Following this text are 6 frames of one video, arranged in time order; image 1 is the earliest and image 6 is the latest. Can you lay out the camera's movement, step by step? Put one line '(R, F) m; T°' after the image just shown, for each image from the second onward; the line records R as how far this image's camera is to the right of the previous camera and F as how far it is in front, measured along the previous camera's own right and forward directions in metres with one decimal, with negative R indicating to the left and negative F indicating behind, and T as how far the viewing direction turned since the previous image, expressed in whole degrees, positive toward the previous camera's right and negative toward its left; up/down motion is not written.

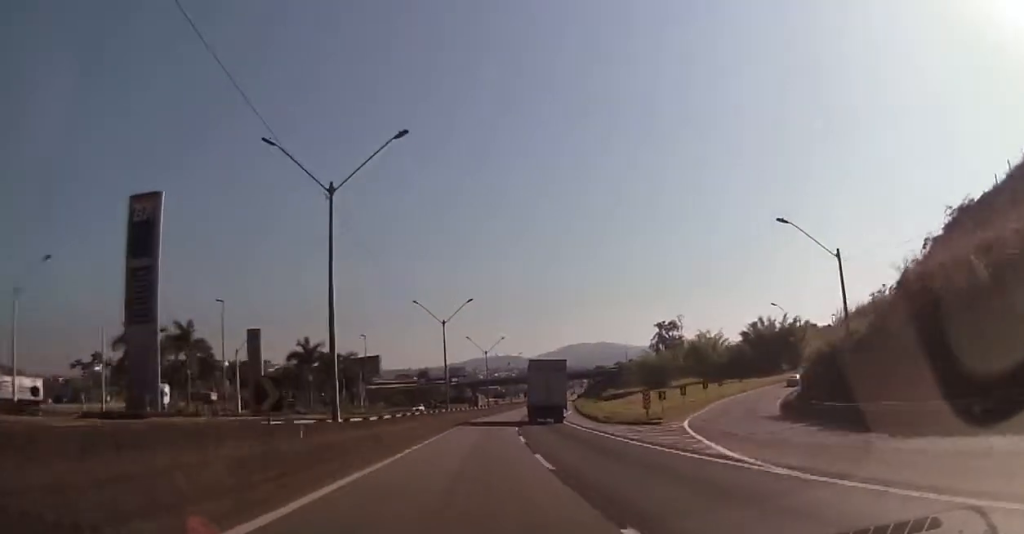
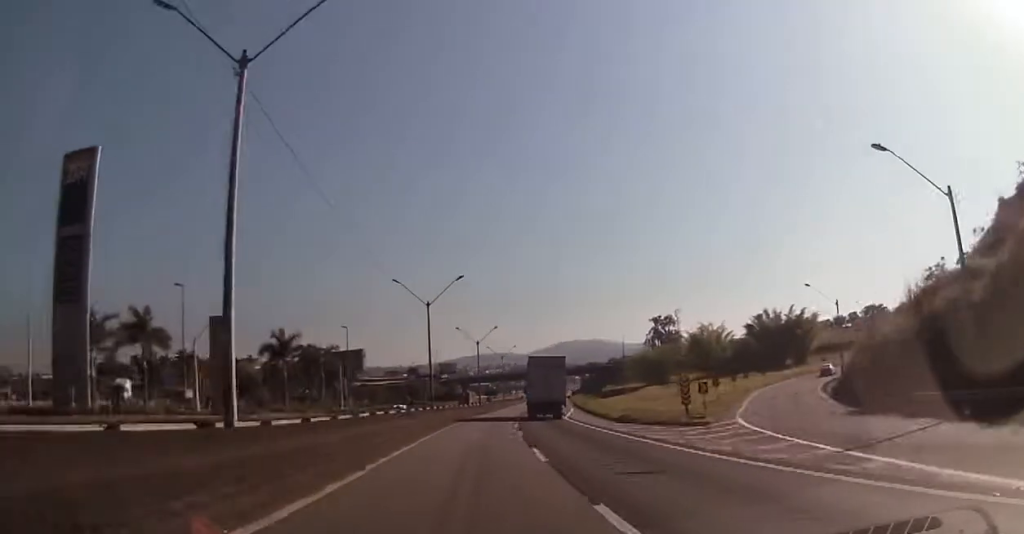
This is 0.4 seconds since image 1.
(+0.4, +10.1) m; +1°
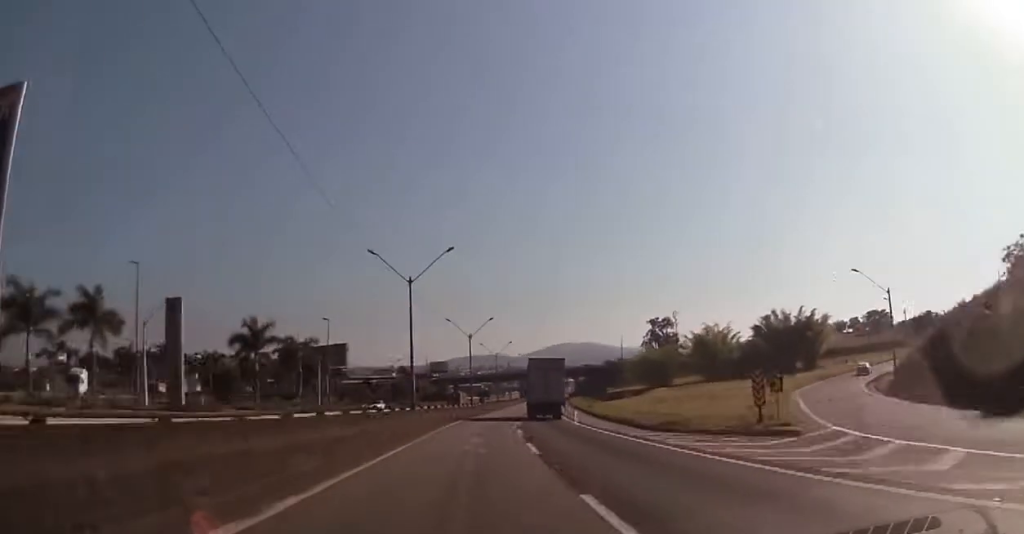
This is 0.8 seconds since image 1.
(+0.2, +10.1) m; +1°
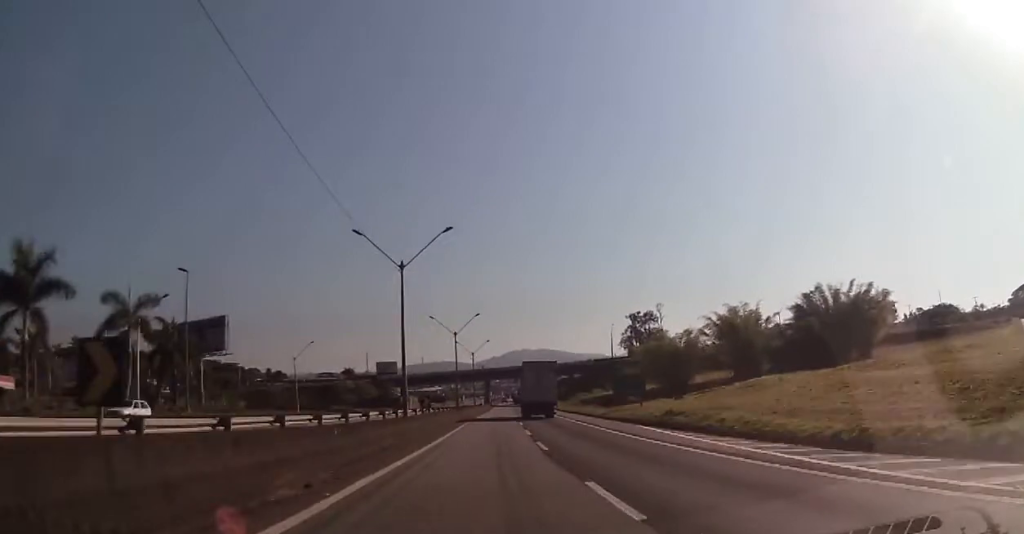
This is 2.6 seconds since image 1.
(+1.4, +44.5) m; +4°
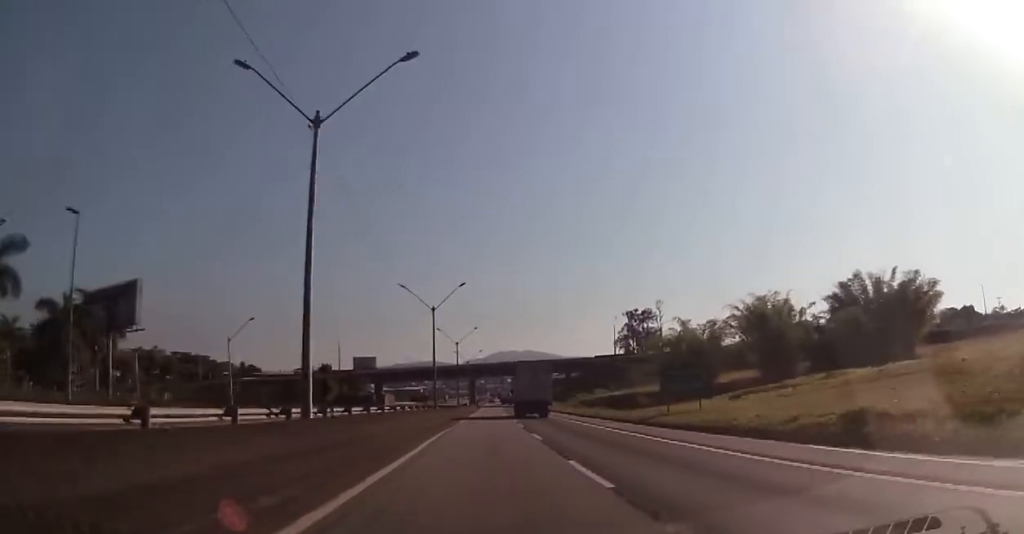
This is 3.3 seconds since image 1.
(+0.3, +19.6) m; +1°
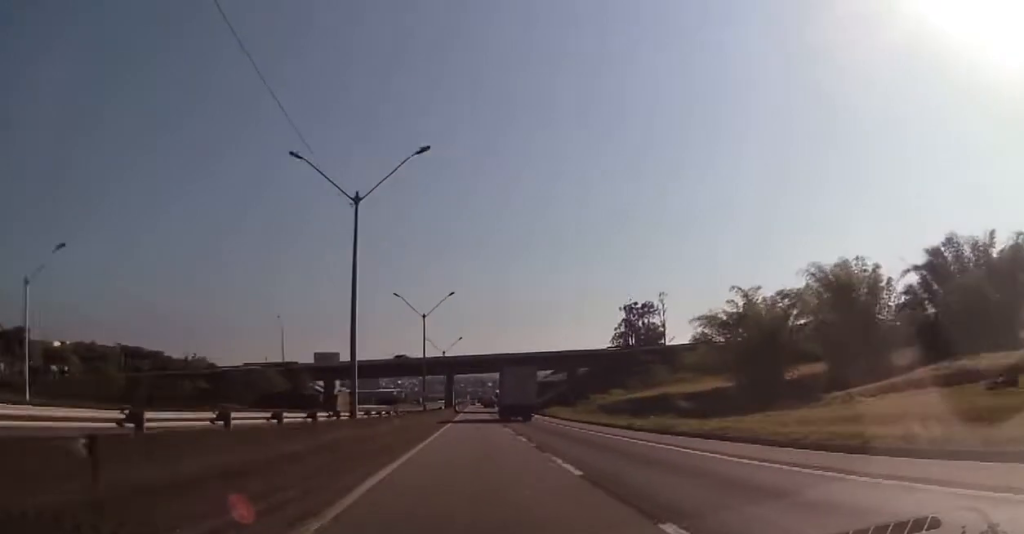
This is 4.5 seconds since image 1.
(+0.3, +31.4) m; +2°
